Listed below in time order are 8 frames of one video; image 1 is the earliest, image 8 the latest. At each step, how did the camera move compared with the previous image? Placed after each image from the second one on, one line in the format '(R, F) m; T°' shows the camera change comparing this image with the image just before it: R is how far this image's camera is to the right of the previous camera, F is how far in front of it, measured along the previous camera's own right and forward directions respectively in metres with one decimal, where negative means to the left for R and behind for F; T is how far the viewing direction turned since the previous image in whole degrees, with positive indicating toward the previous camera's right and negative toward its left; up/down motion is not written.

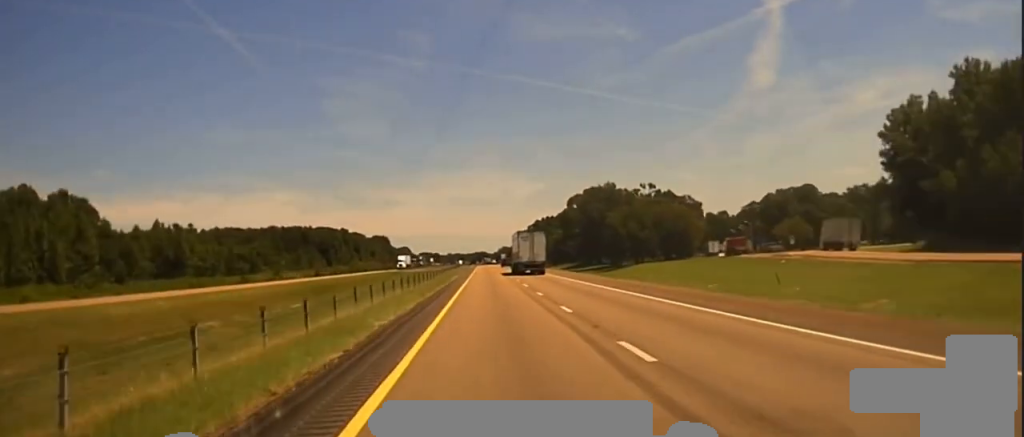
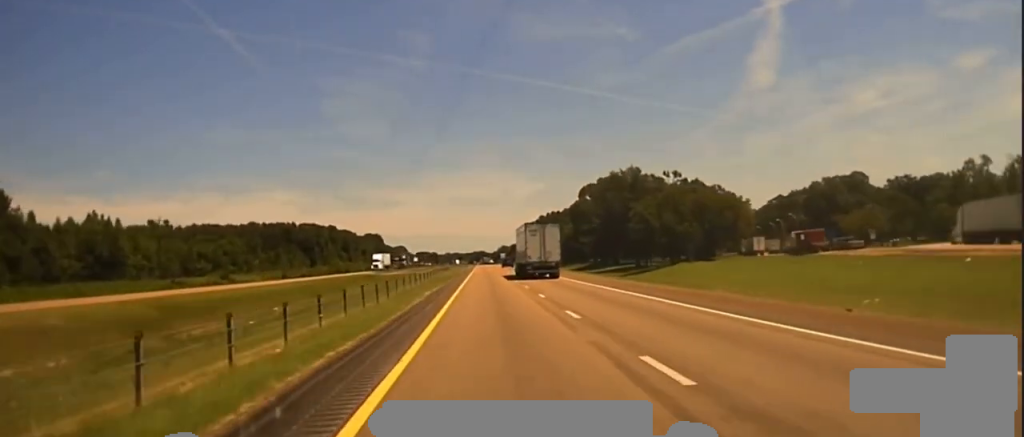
(-0.1, +37.5) m; 0°
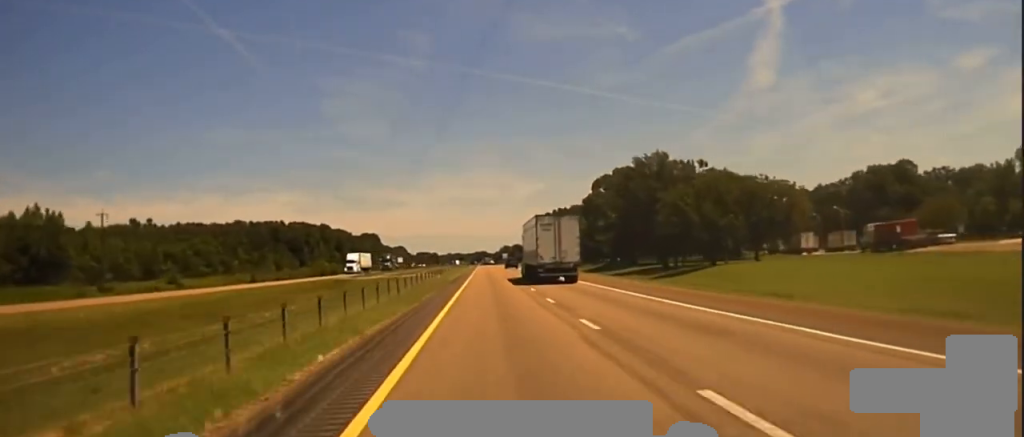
(+0.2, +25.4) m; 0°
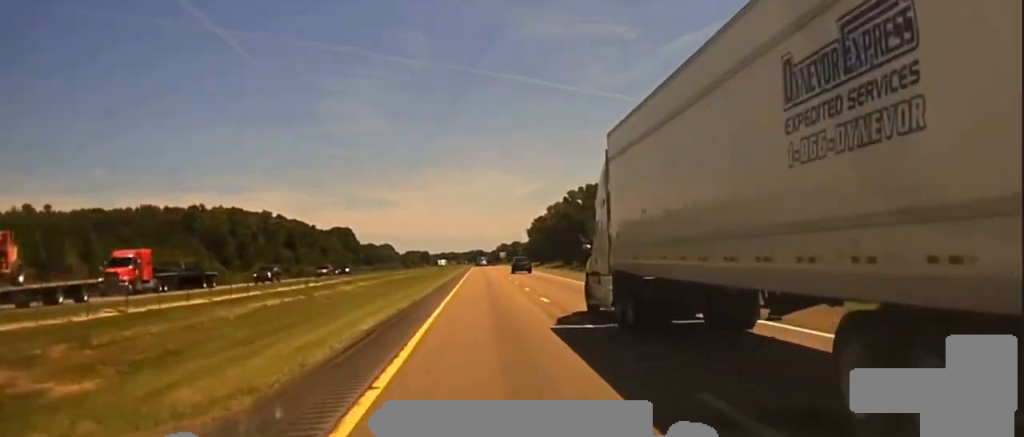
(+0.3, +94.2) m; 0°
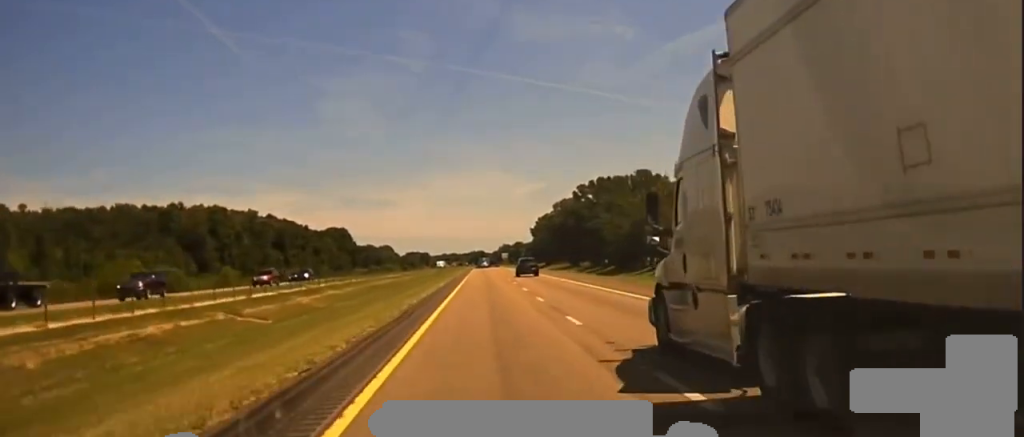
(0.0, +18.8) m; 0°
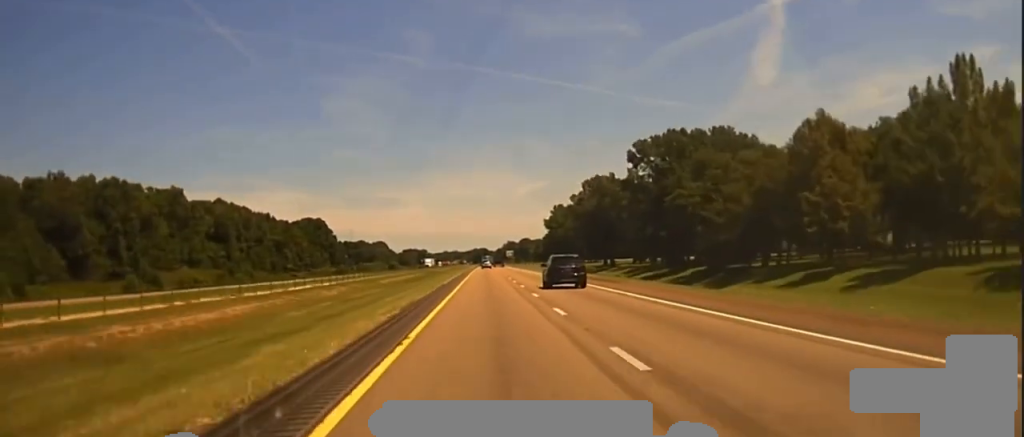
(-0.4, +78.3) m; 0°
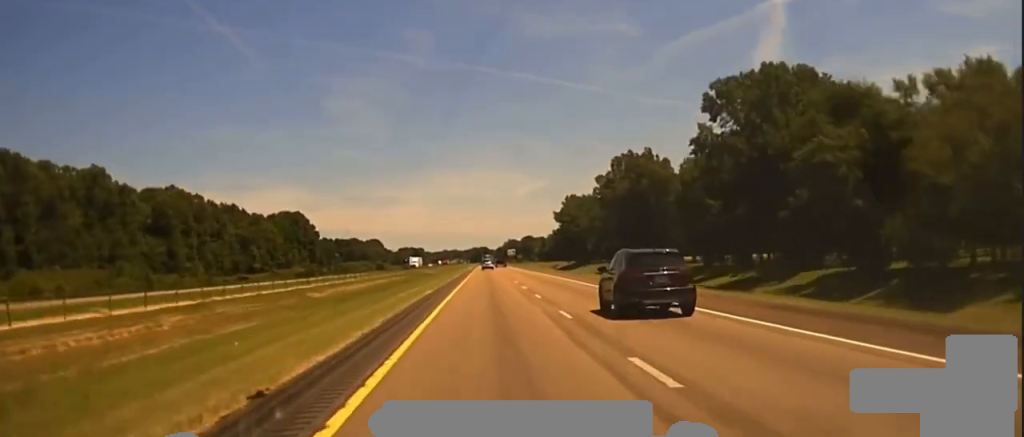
(+0.1, +53.3) m; 0°
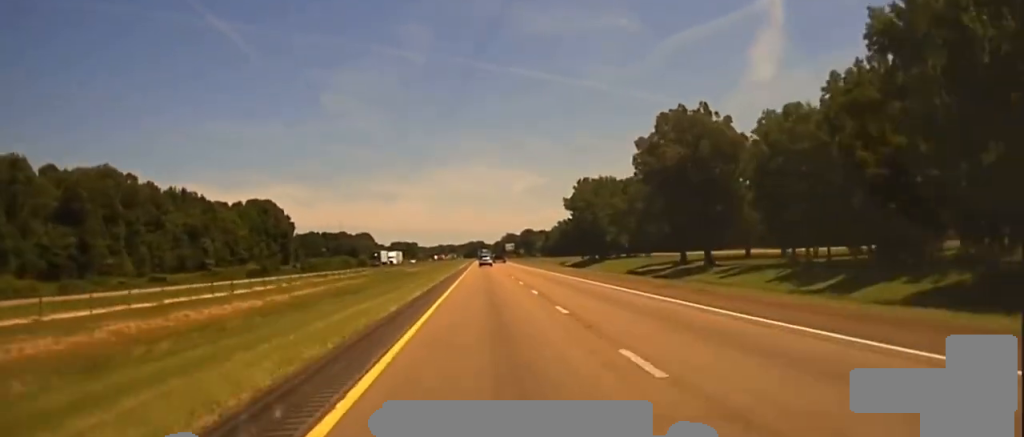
(+0.1, +54.0) m; 0°
